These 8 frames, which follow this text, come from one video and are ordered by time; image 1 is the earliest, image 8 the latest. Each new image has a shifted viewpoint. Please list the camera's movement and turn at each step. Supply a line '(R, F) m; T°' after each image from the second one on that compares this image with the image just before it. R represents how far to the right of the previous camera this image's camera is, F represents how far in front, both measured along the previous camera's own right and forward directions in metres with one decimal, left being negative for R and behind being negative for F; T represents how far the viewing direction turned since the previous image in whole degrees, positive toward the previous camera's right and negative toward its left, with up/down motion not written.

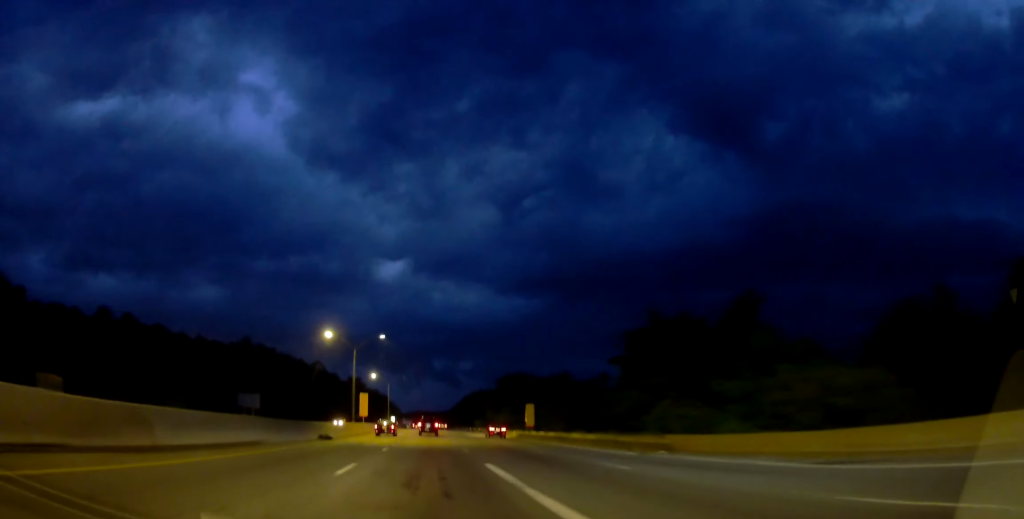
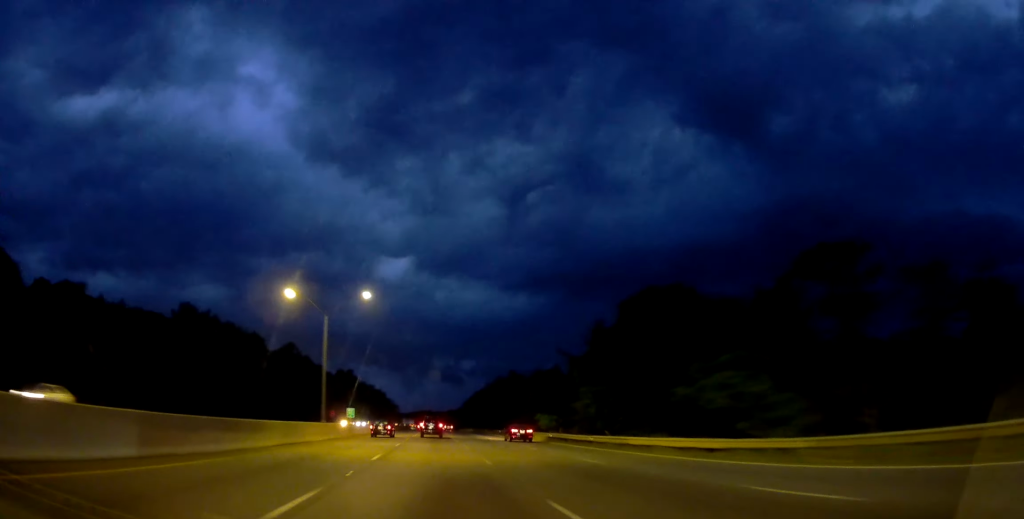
(-0.2, +66.8) m; -1°
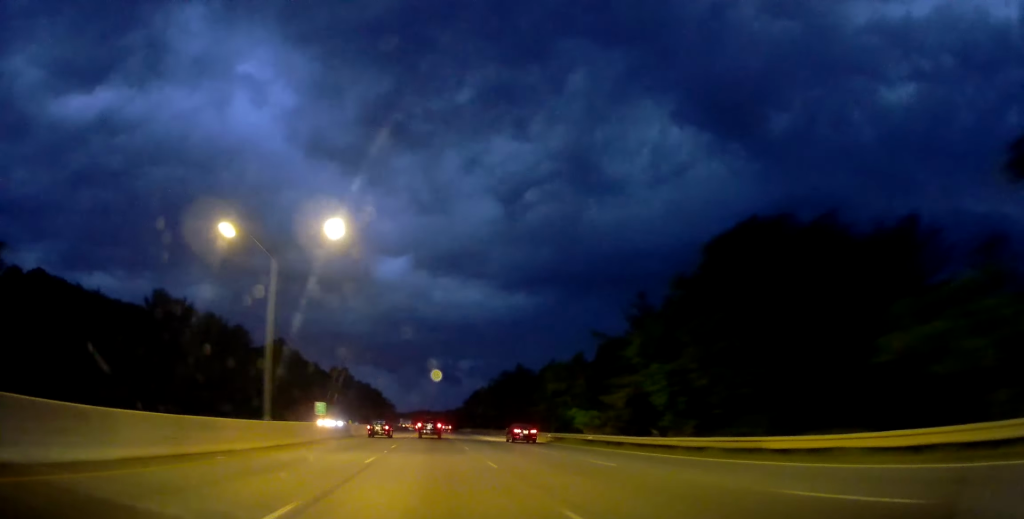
(0.0, +13.2) m; 0°
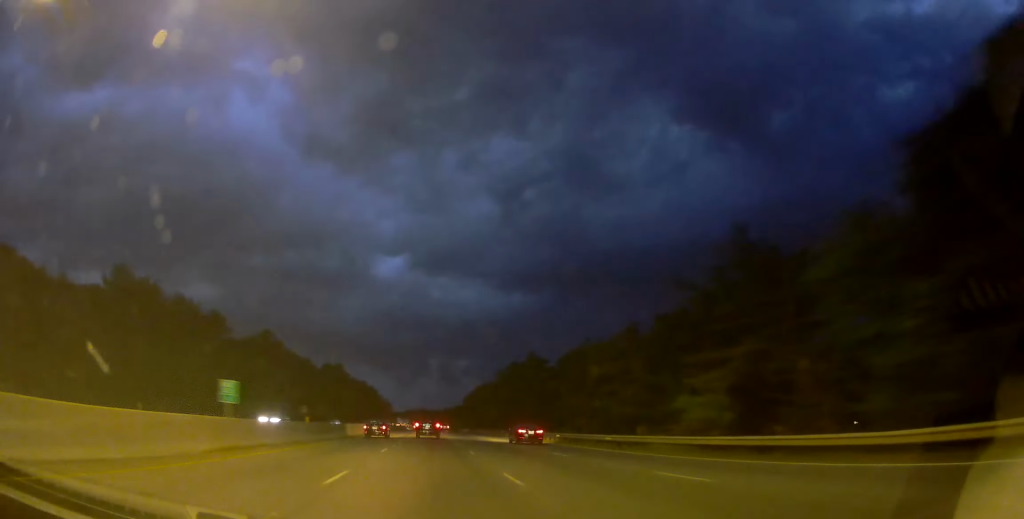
(0.0, +17.3) m; 0°
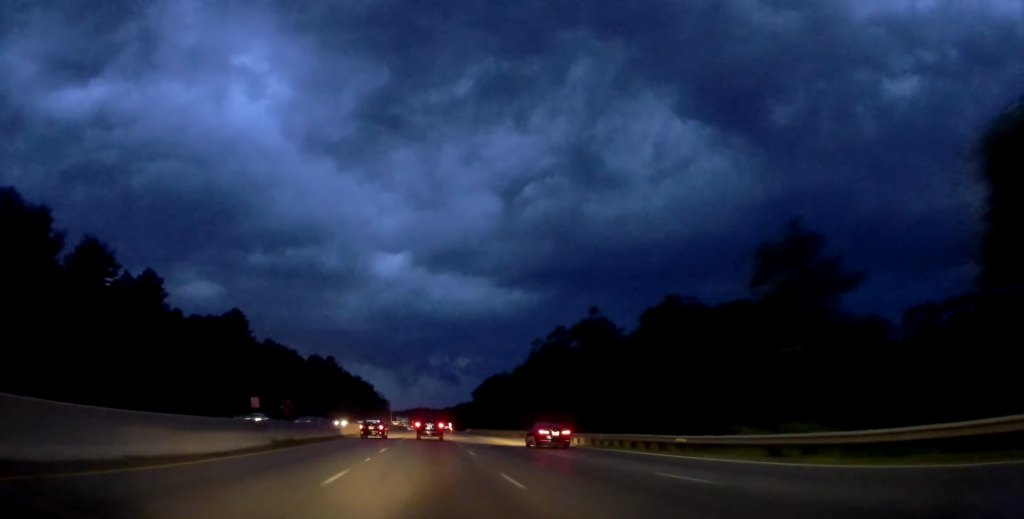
(+0.3, +35.9) m; +1°
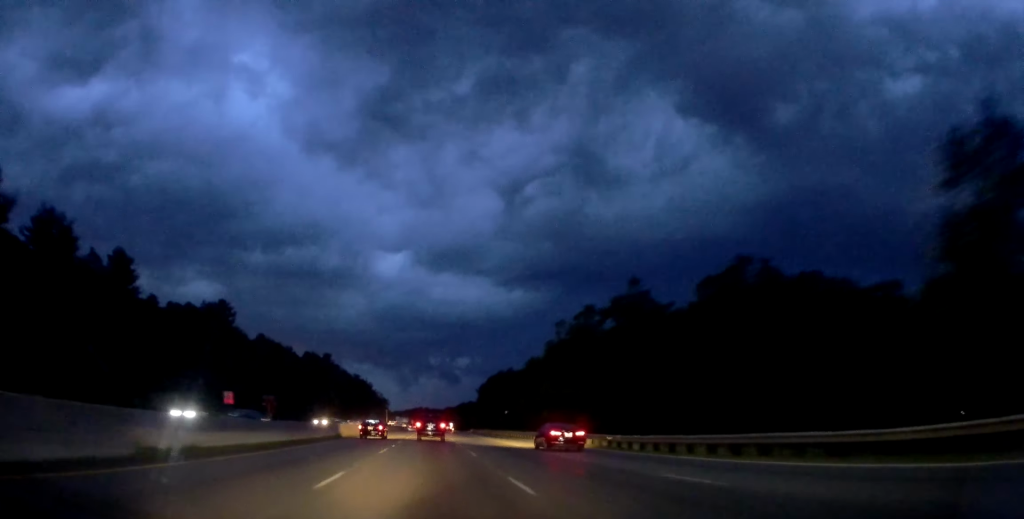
(+0.2, +12.4) m; 0°
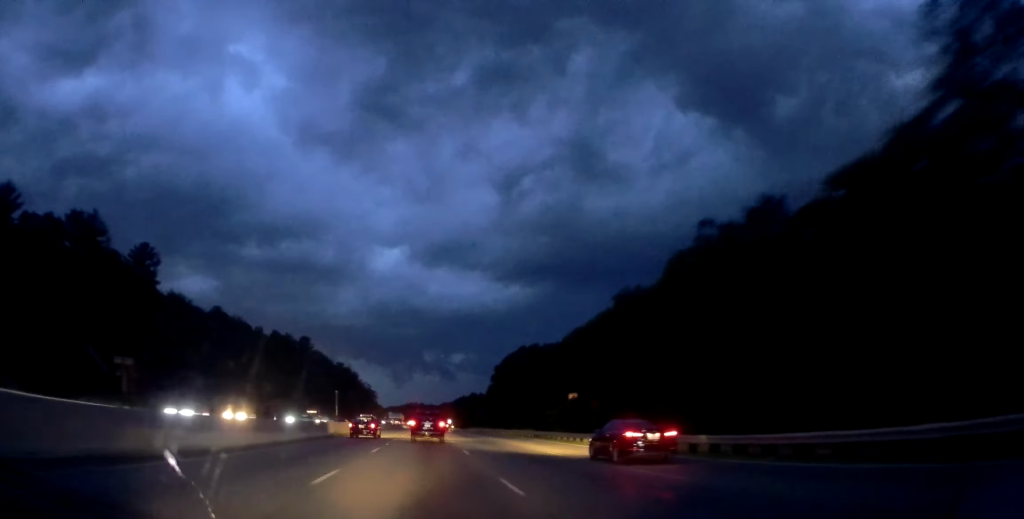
(-0.5, +48.0) m; -1°
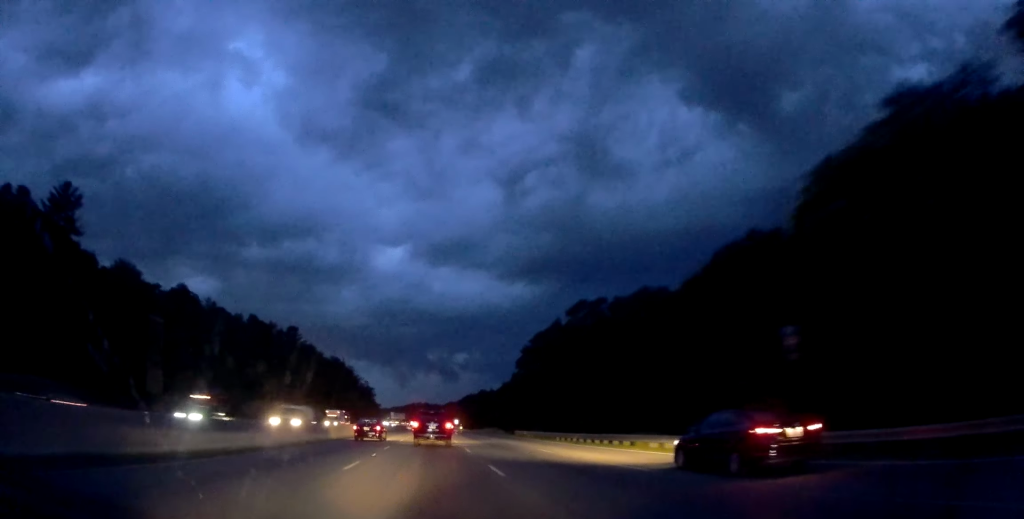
(+0.2, +34.1) m; +1°
